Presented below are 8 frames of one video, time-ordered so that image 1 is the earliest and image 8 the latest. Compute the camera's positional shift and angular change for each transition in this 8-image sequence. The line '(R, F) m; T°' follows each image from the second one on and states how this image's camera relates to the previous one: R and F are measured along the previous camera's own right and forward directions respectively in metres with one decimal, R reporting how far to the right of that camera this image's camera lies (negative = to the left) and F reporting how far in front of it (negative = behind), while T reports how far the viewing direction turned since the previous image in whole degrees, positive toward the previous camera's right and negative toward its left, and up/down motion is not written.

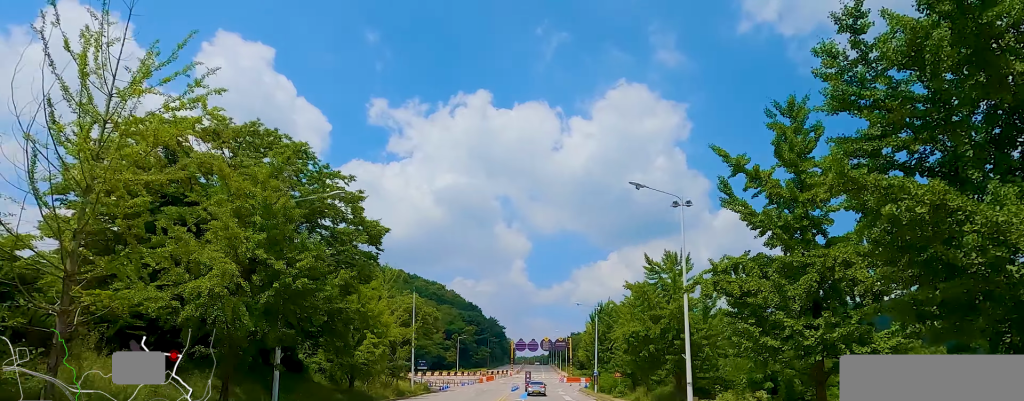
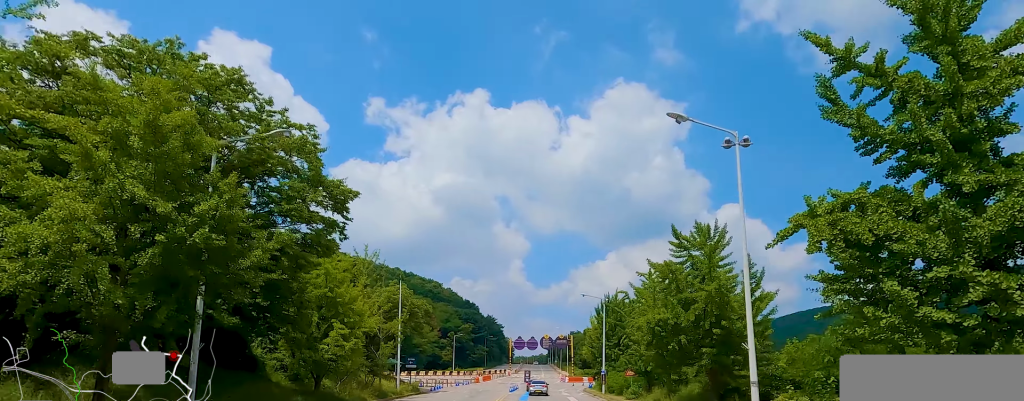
(-0.1, +5.8) m; +1°
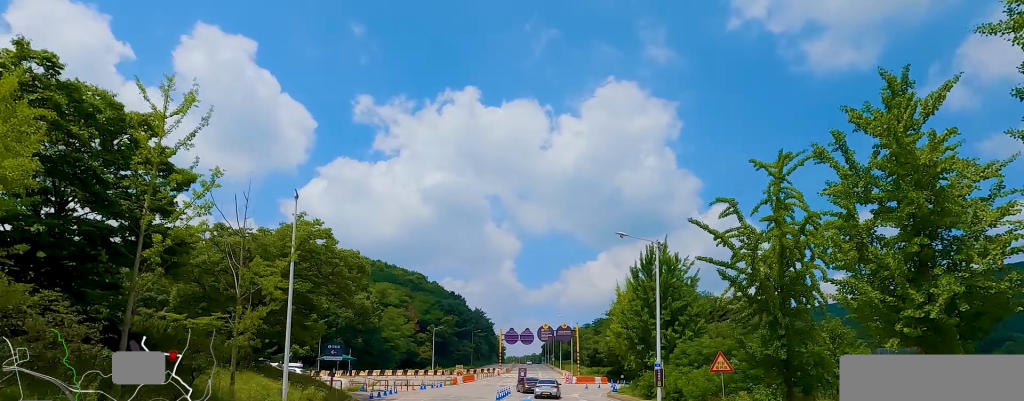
(+1.9, +21.5) m; +5°
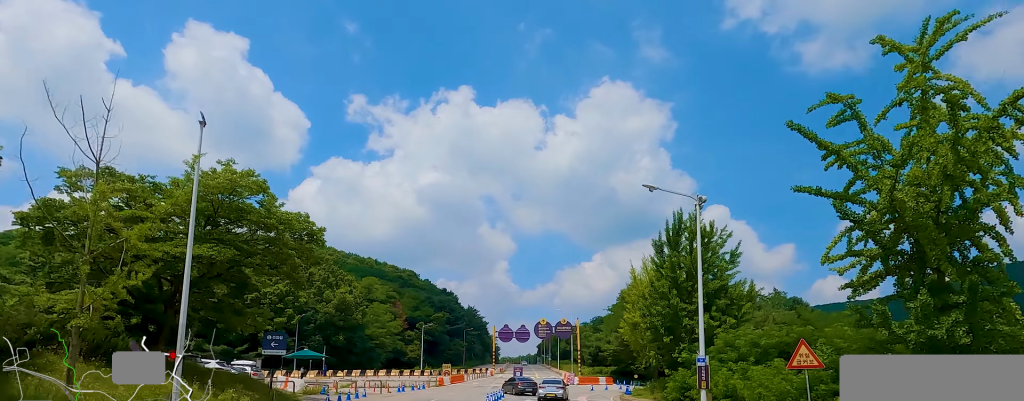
(-0.9, +7.5) m; +1°
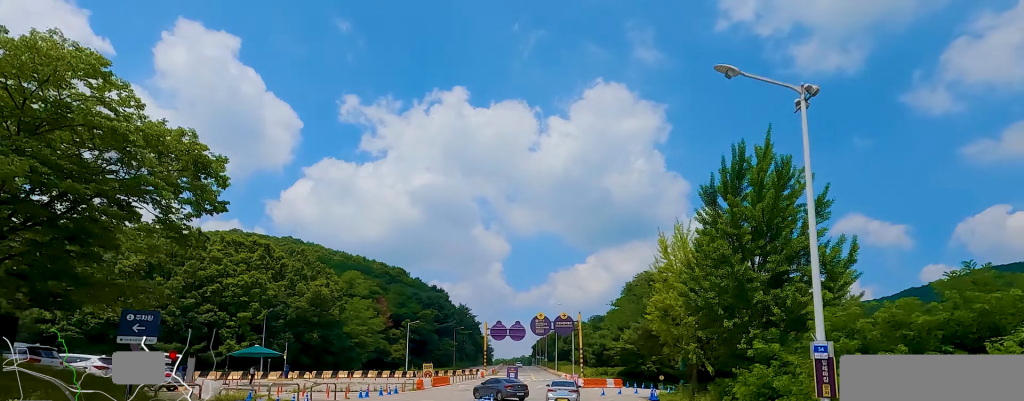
(+1.2, +8.7) m; +1°
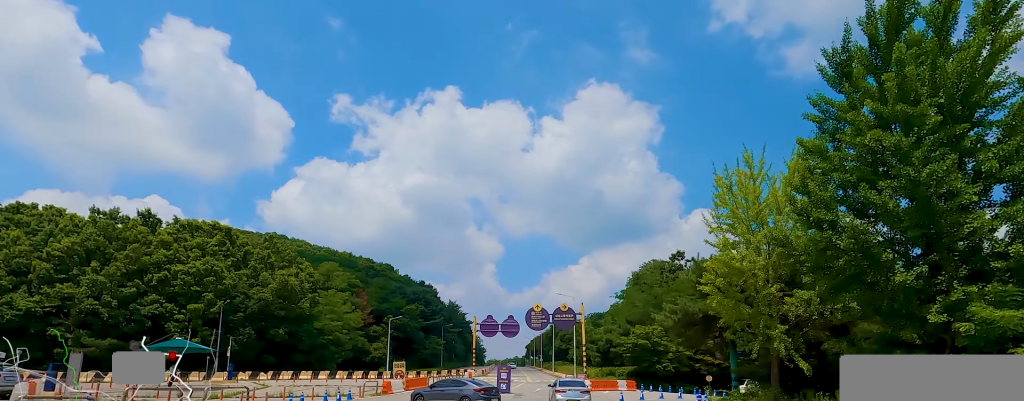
(-0.8, +9.0) m; 0°
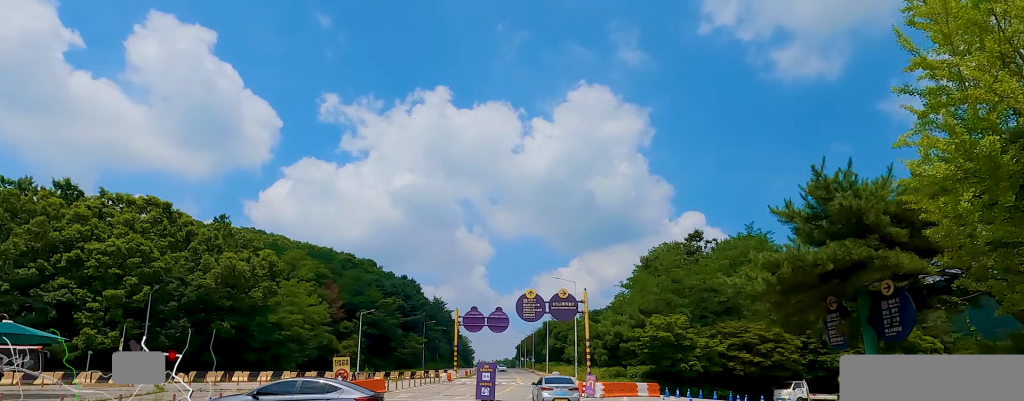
(+0.8, +11.1) m; 0°
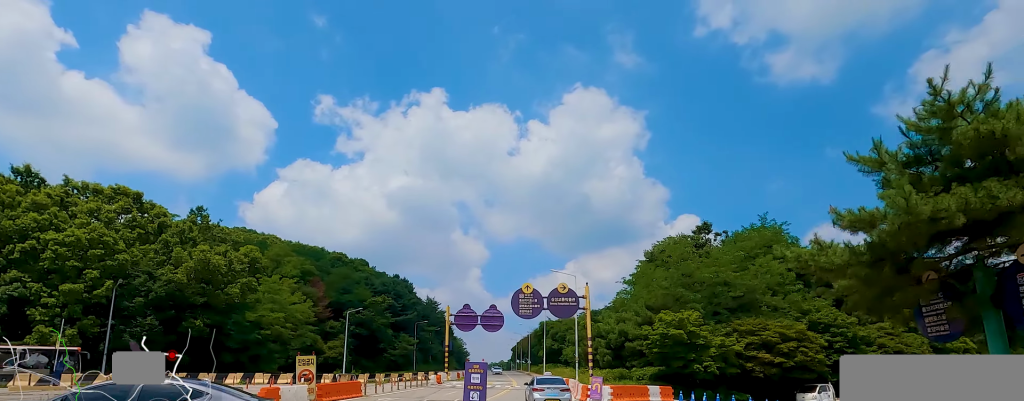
(-0.6, +4.2) m; 0°
